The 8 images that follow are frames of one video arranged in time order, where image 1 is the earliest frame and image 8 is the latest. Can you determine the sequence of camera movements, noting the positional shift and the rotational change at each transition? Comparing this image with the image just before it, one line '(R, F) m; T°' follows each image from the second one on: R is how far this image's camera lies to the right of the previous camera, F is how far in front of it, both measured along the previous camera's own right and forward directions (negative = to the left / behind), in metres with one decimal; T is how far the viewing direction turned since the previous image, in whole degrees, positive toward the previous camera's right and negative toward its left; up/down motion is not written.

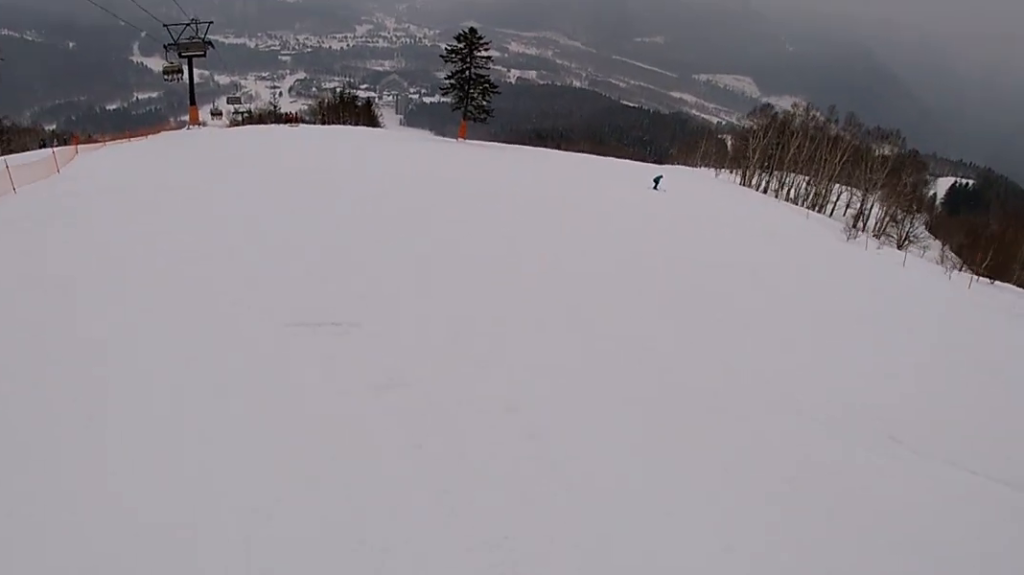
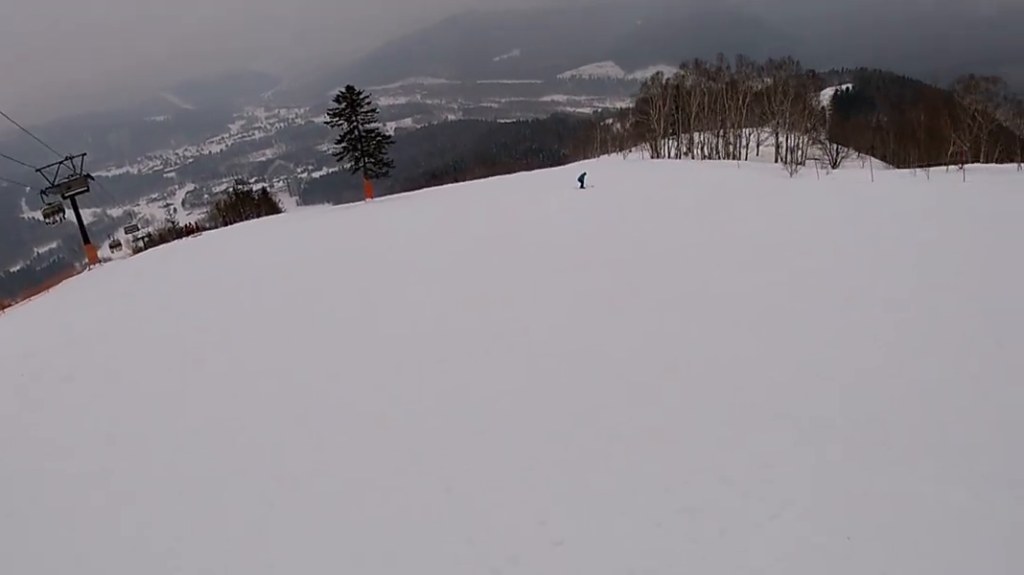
(0.0, +4.1) m; 0°
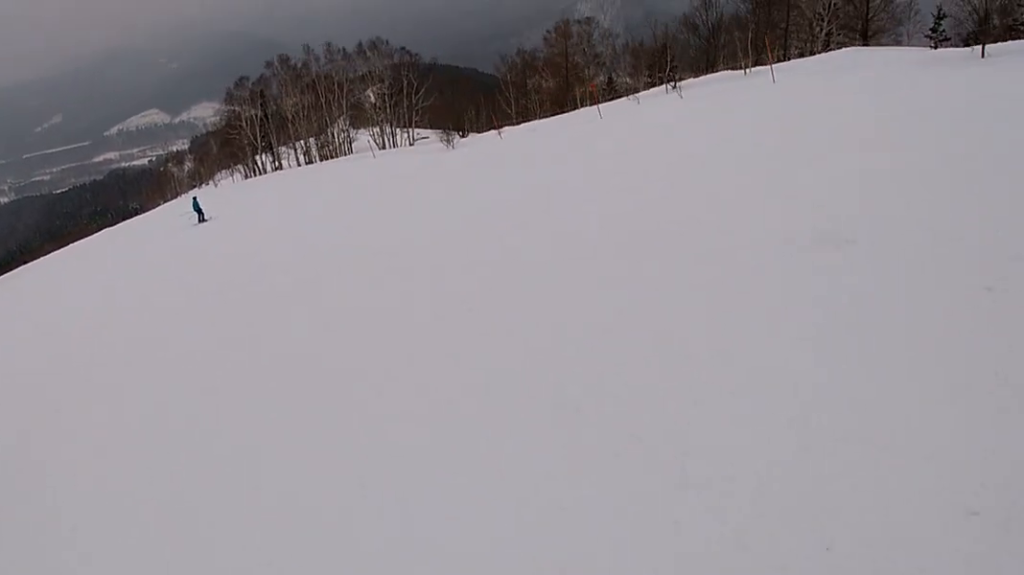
(+0.3, +12.6) m; +15°
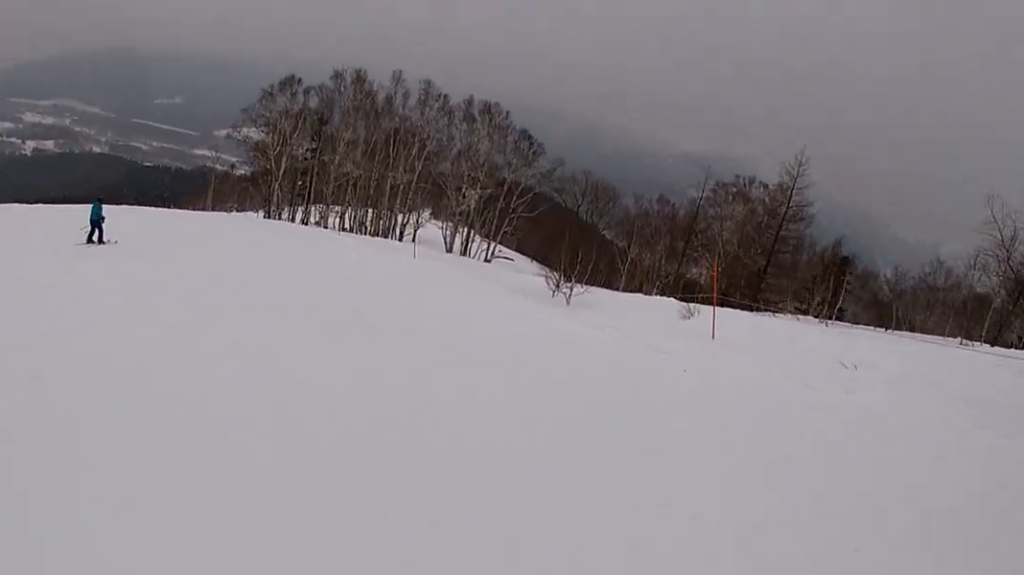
(+9.2, +19.2) m; +19°
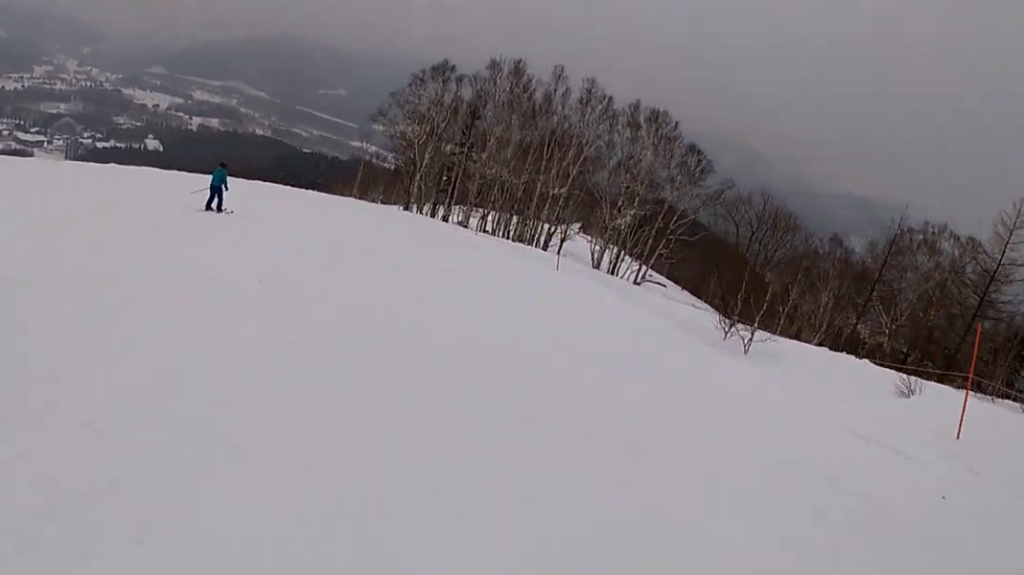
(0.0, +3.0) m; -7°
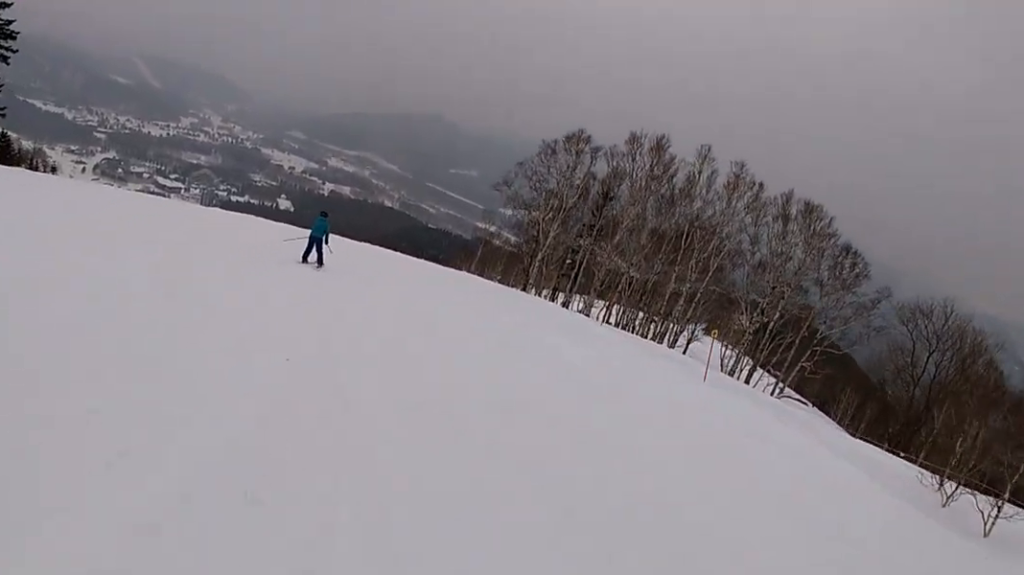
(-0.9, +3.6) m; -8°
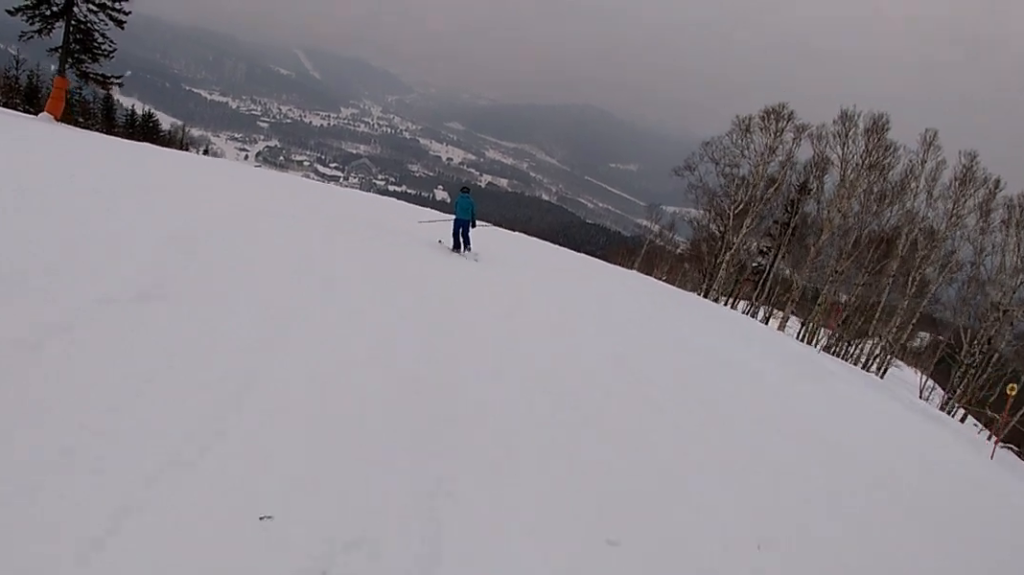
(-0.4, +4.0) m; -11°
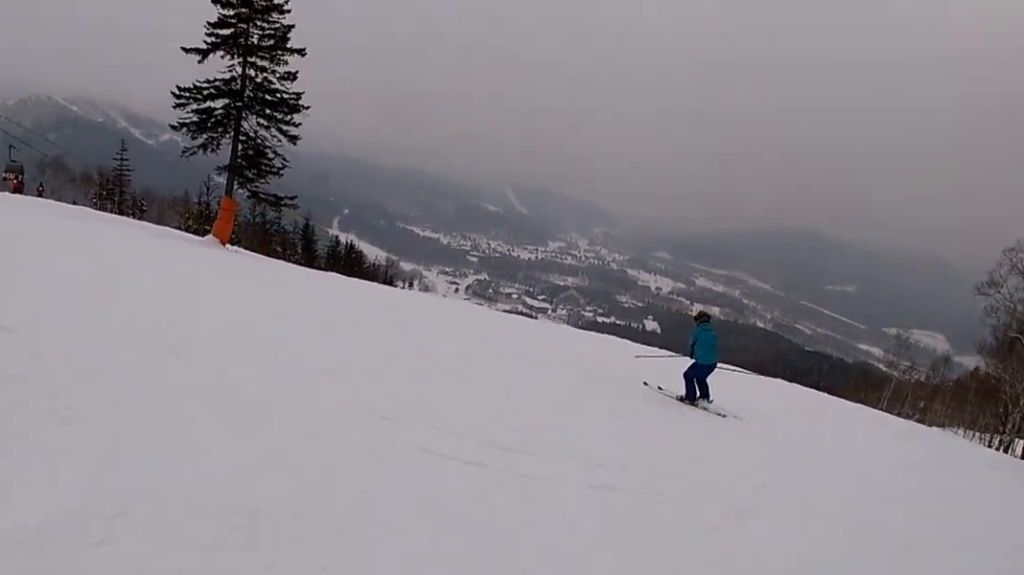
(+0.5, +5.4) m; -20°
